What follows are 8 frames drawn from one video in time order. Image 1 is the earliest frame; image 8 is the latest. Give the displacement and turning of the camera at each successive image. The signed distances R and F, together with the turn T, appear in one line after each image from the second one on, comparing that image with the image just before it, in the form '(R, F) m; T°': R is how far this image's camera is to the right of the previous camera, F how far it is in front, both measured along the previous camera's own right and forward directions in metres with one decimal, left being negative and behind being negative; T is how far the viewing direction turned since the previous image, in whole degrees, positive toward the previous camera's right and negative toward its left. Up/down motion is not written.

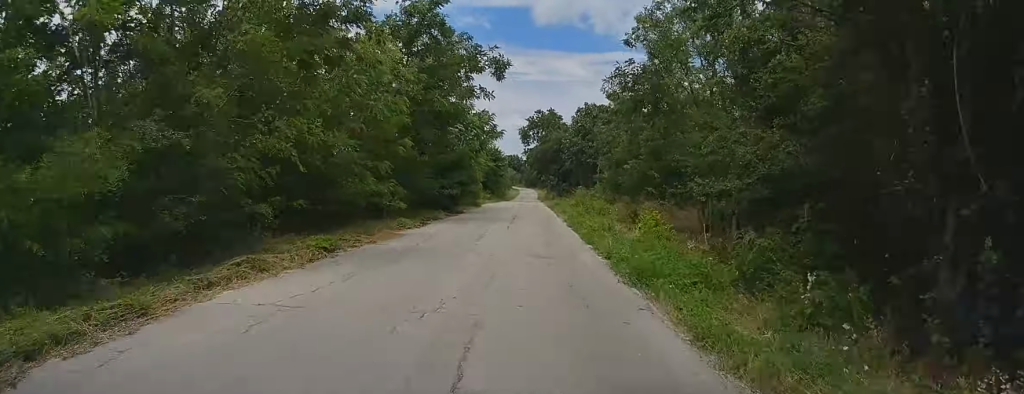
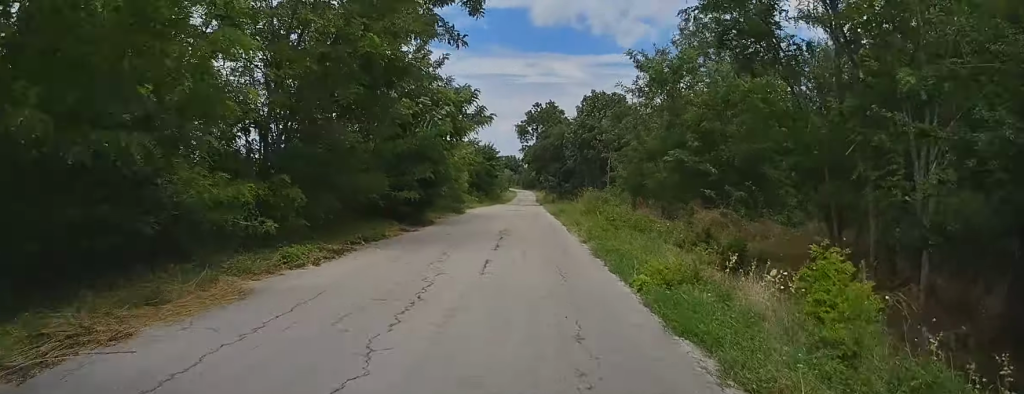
(0.0, +9.6) m; 0°
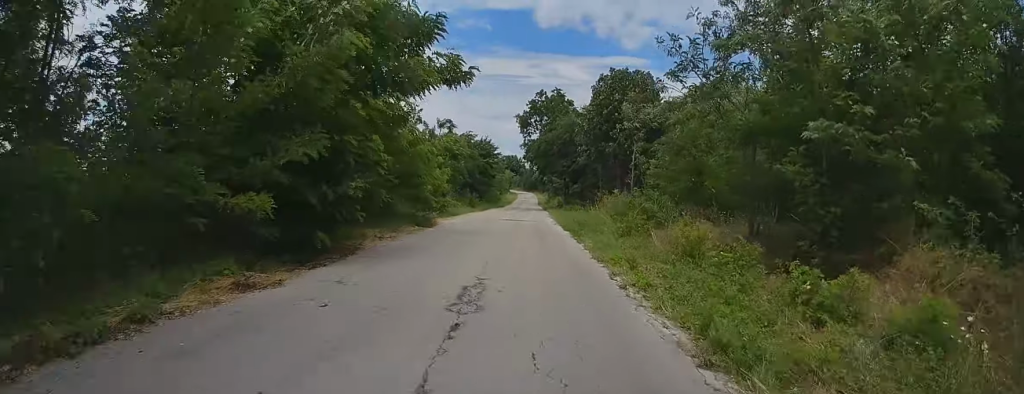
(0.0, +10.9) m; 0°
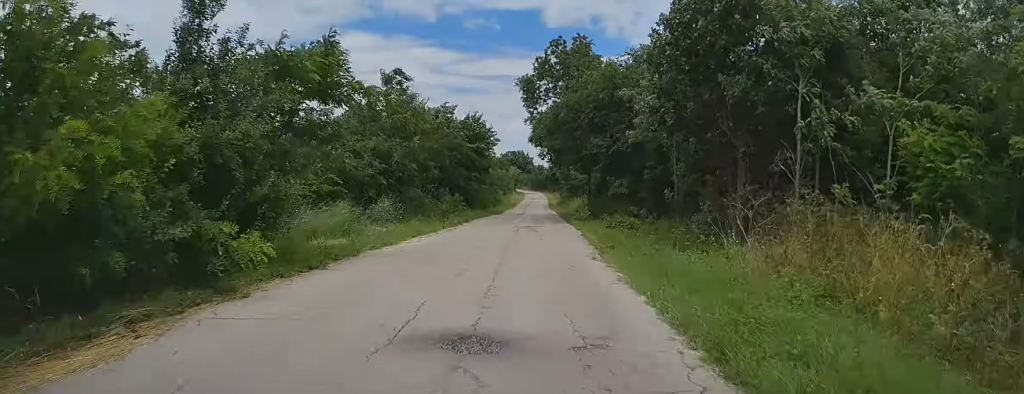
(-0.1, +24.0) m; 0°
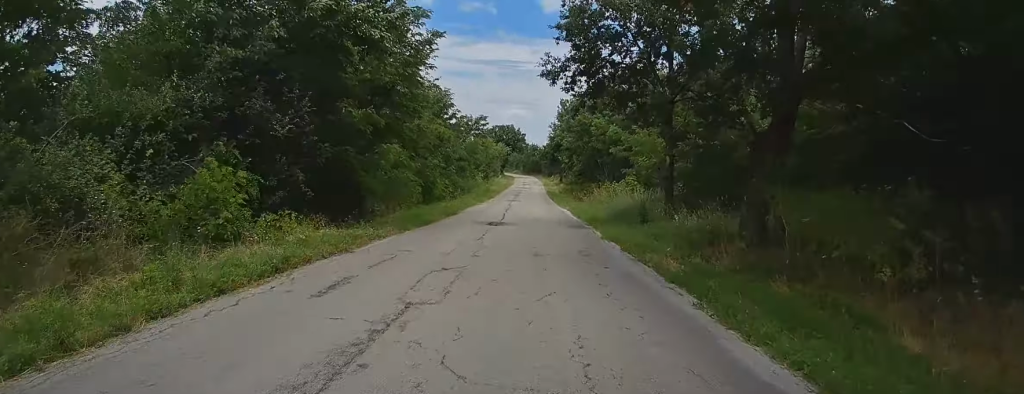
(0.0, +35.2) m; +1°
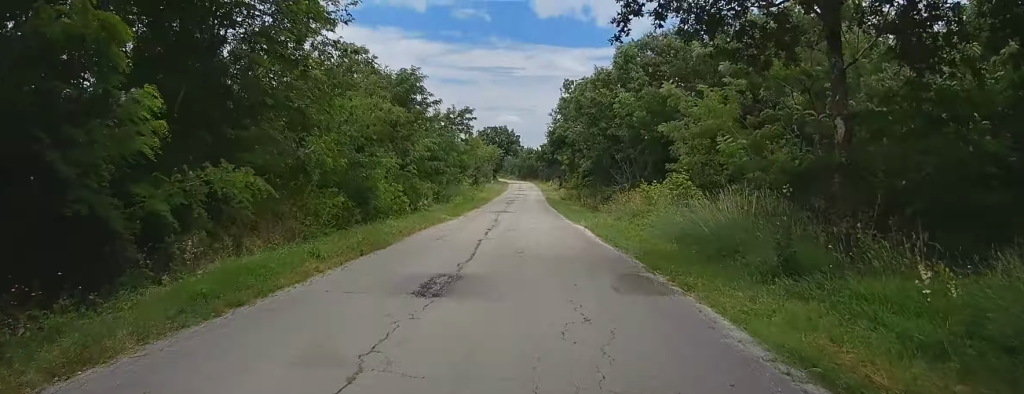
(+0.1, +13.1) m; +1°
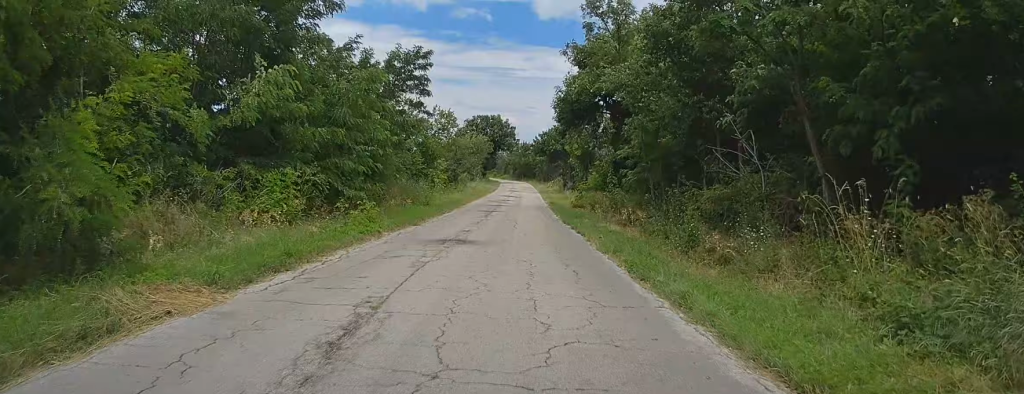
(+0.2, +22.3) m; +1°
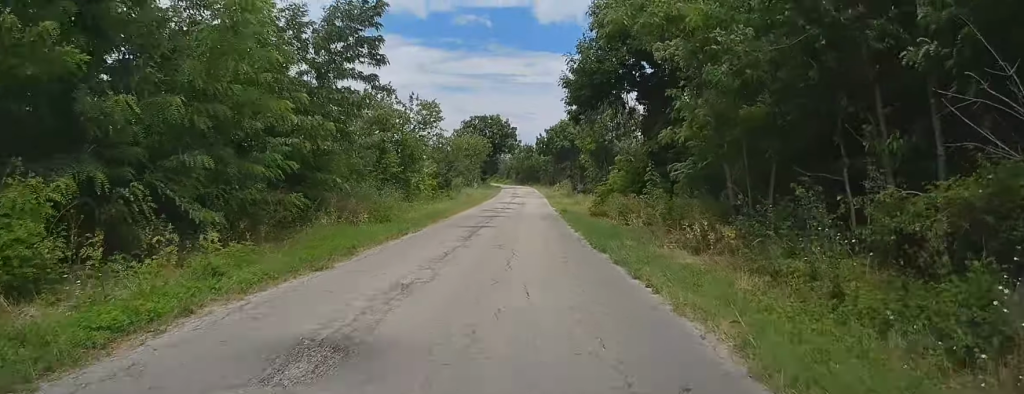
(0.0, +9.9) m; 0°
